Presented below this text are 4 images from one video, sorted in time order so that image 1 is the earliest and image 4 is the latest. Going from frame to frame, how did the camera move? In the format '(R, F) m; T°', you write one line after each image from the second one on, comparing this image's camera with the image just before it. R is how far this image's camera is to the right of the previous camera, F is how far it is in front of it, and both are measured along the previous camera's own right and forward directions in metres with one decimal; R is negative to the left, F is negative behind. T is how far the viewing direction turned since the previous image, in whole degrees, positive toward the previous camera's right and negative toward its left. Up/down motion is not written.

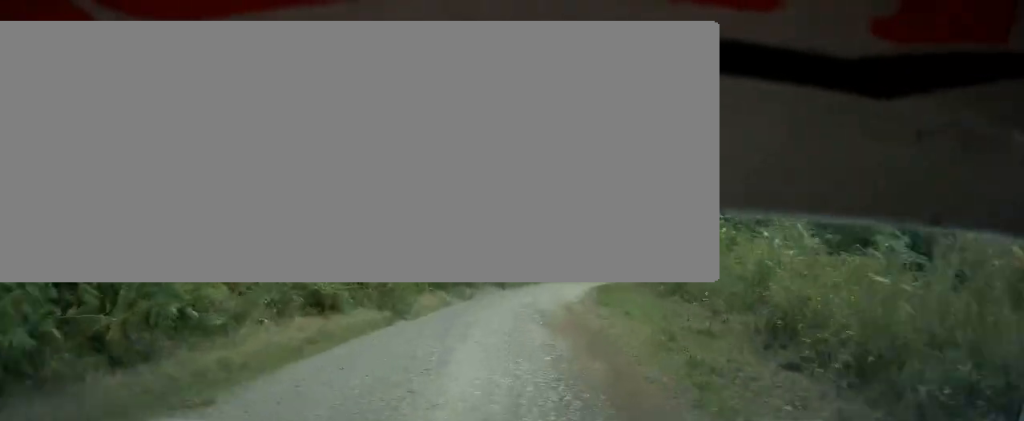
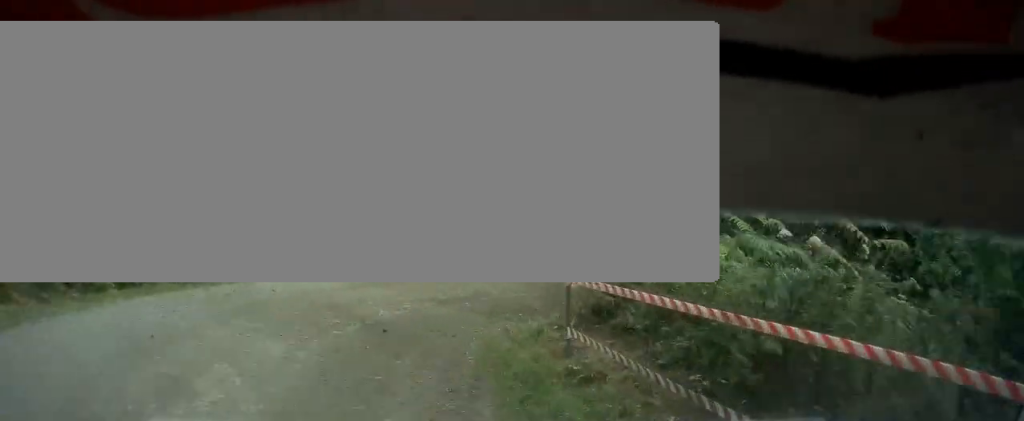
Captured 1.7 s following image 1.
(+5.6, +29.1) m; +21°
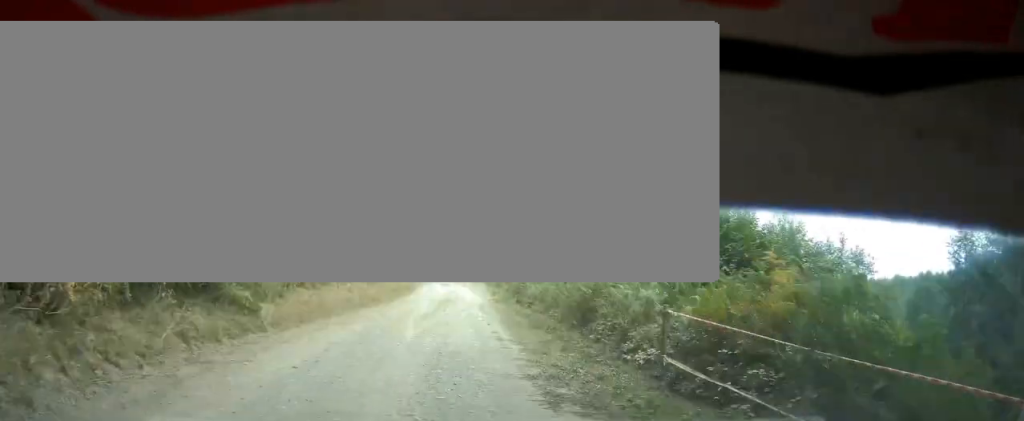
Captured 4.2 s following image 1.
(+15.7, +26.9) m; +74°
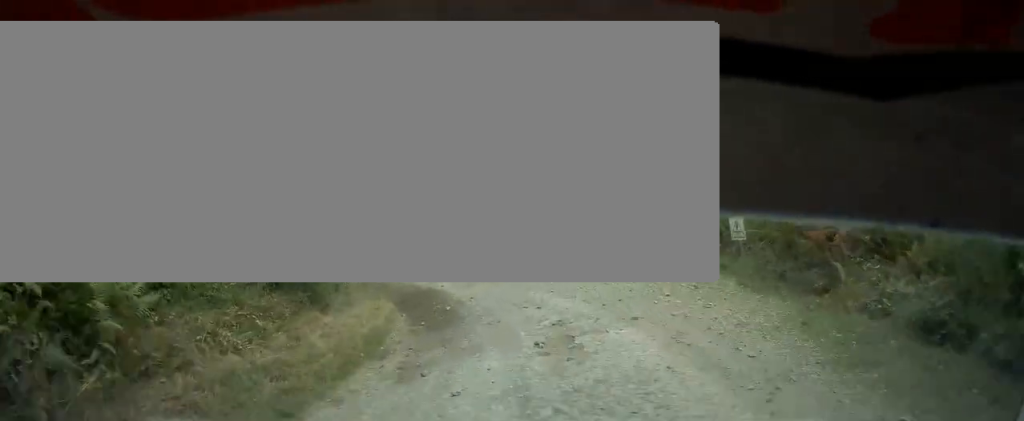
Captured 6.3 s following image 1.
(+12.5, +31.8) m; +18°
